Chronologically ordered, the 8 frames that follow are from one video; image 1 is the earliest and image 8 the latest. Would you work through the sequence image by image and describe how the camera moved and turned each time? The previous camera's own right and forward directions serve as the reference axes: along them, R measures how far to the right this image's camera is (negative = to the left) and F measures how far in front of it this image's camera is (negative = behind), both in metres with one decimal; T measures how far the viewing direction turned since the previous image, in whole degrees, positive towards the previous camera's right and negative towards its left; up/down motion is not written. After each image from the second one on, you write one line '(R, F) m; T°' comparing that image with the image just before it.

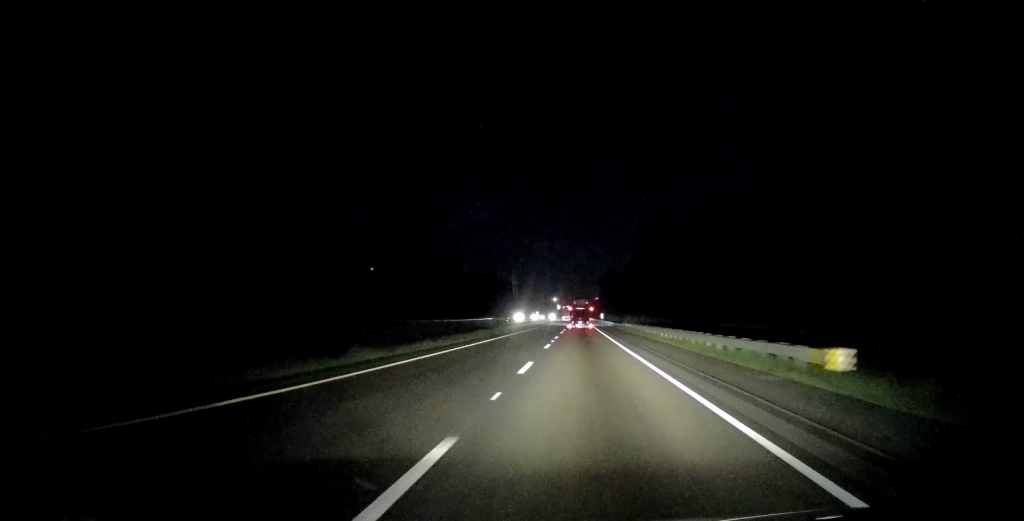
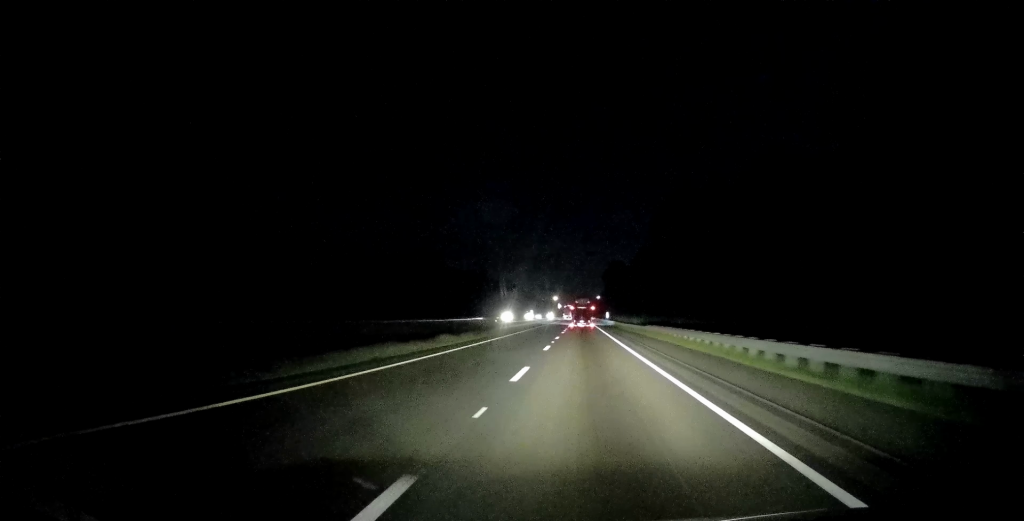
(+0.2, +25.8) m; 0°
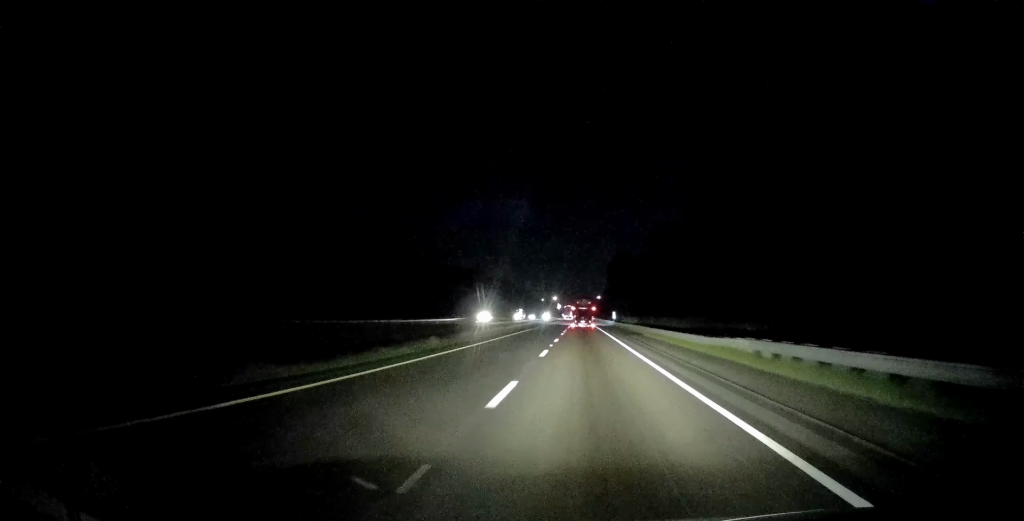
(0.0, +27.9) m; 0°
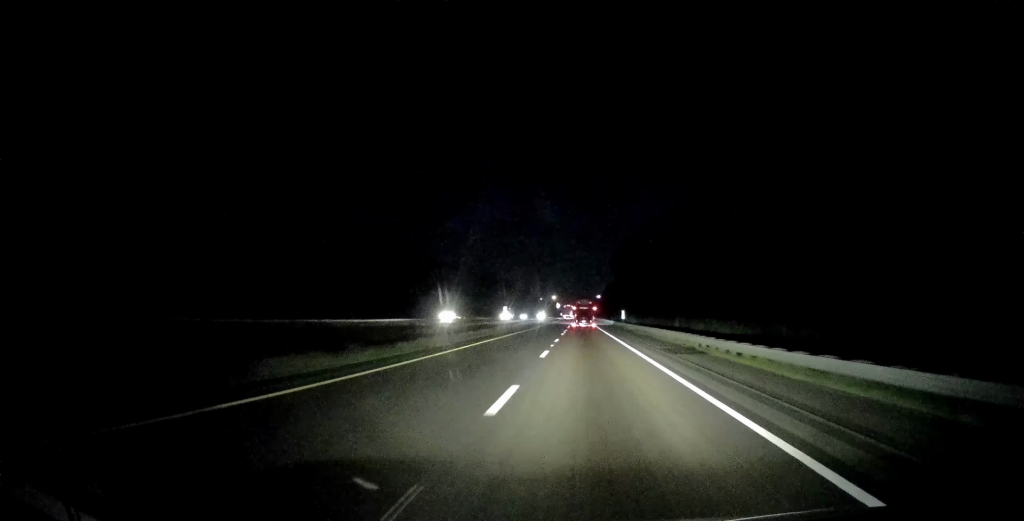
(-0.2, +24.8) m; 0°
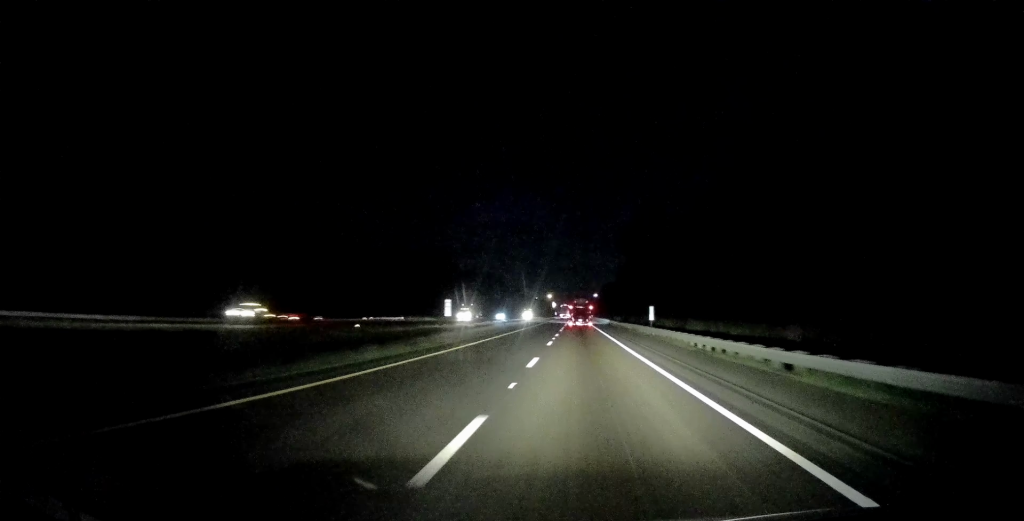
(+0.2, +39.9) m; 0°
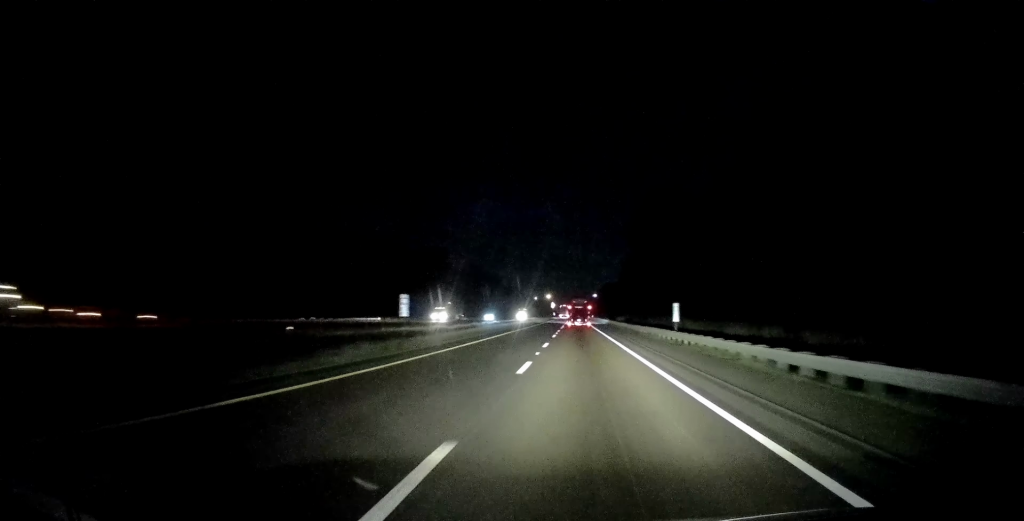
(0.0, +14.0) m; 0°
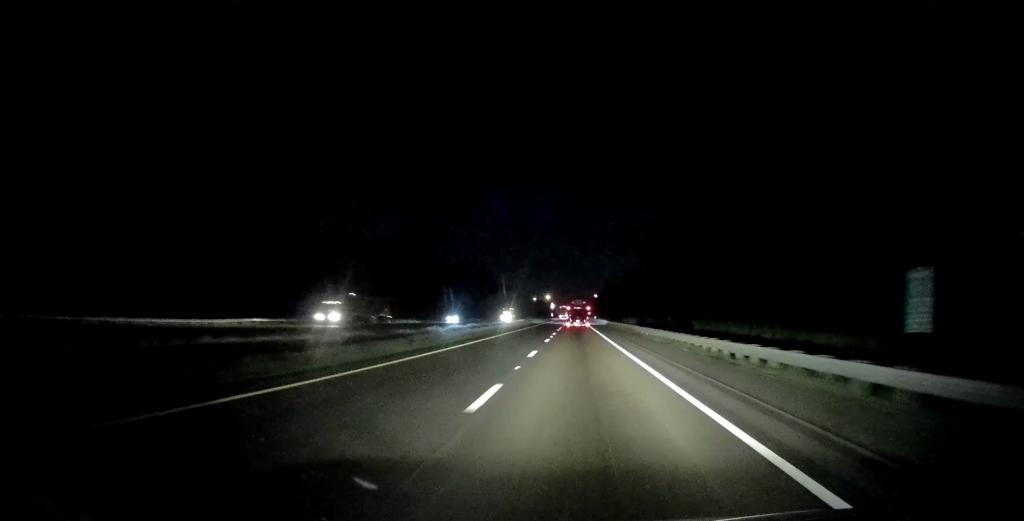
(-0.1, +30.1) m; 0°
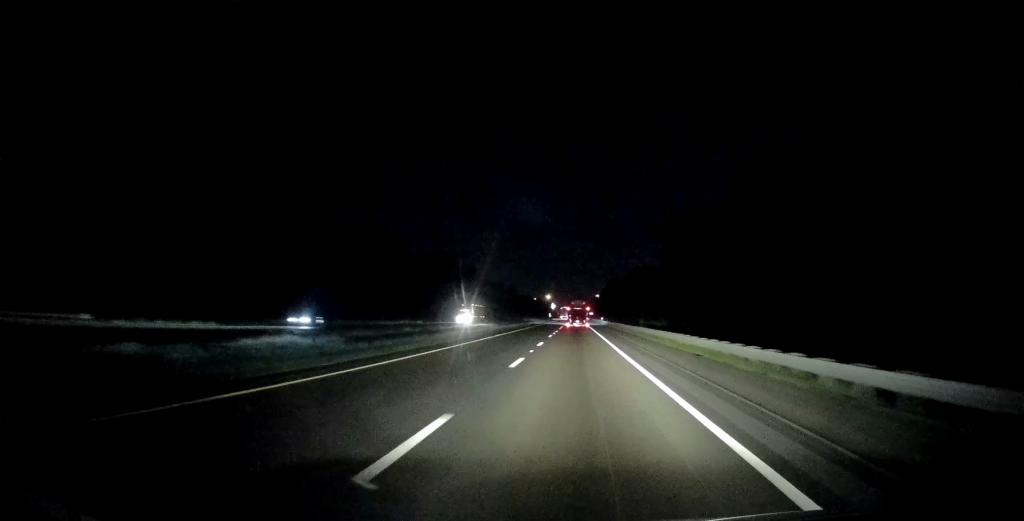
(+0.1, +40.1) m; +1°
